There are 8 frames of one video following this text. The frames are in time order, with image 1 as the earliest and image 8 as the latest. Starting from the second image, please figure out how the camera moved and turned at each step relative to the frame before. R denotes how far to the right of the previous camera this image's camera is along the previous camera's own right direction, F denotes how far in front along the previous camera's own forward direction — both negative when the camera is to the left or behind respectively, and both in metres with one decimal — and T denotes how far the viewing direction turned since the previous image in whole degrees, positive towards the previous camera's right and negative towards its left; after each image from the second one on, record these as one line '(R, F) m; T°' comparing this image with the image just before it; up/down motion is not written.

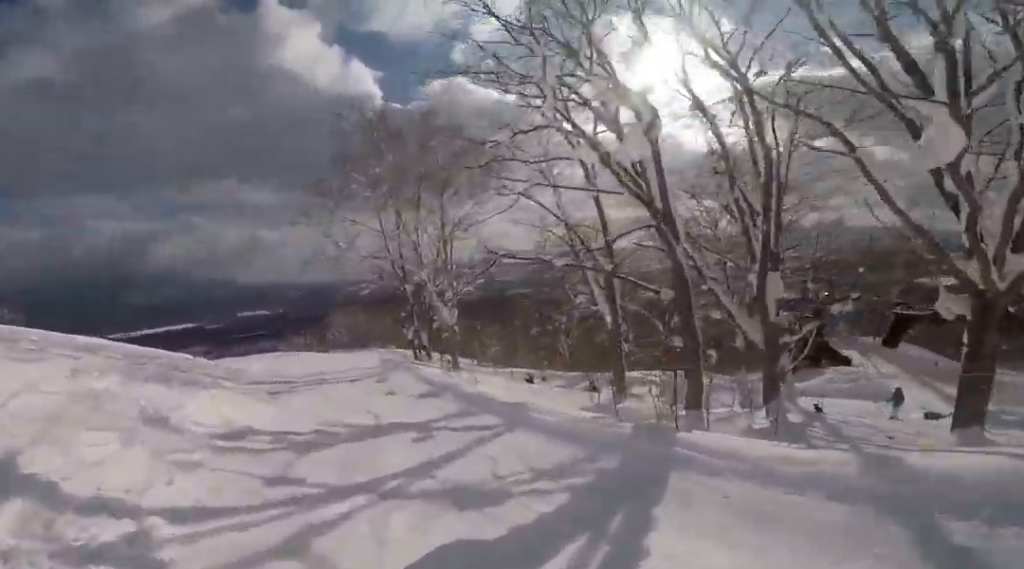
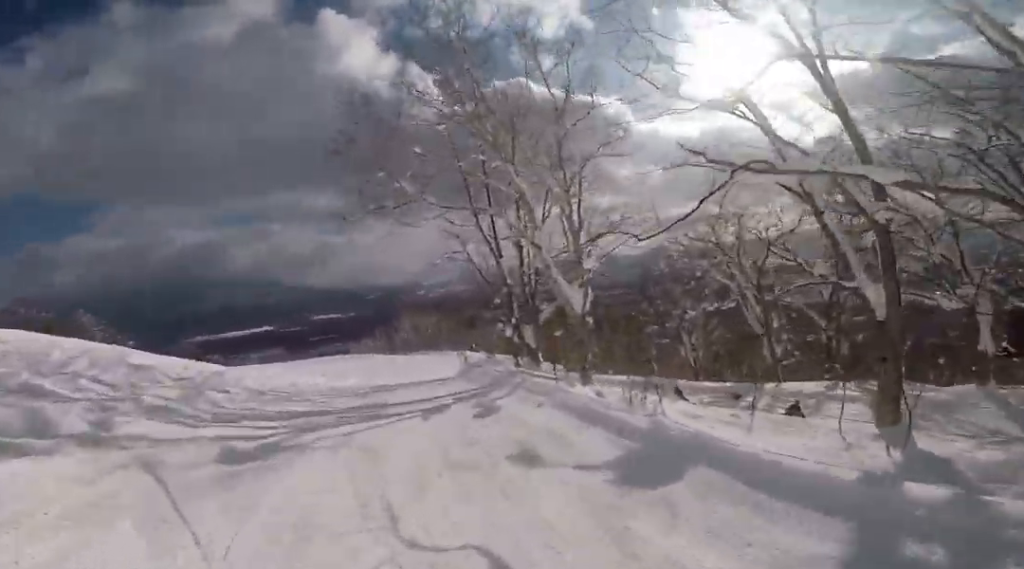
(-0.1, +7.9) m; -3°
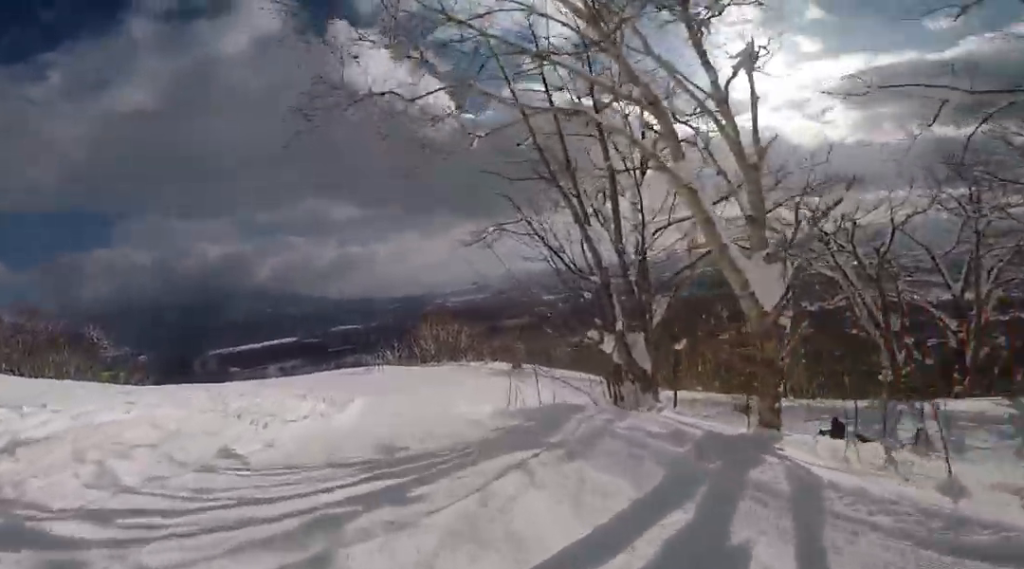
(-0.4, +7.2) m; +2°
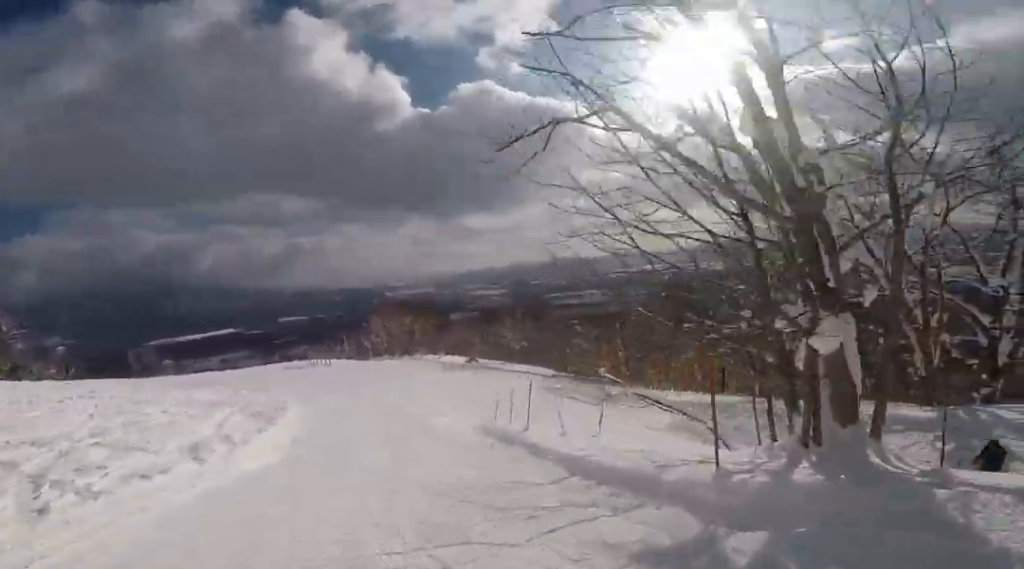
(+0.6, +7.1) m; +5°
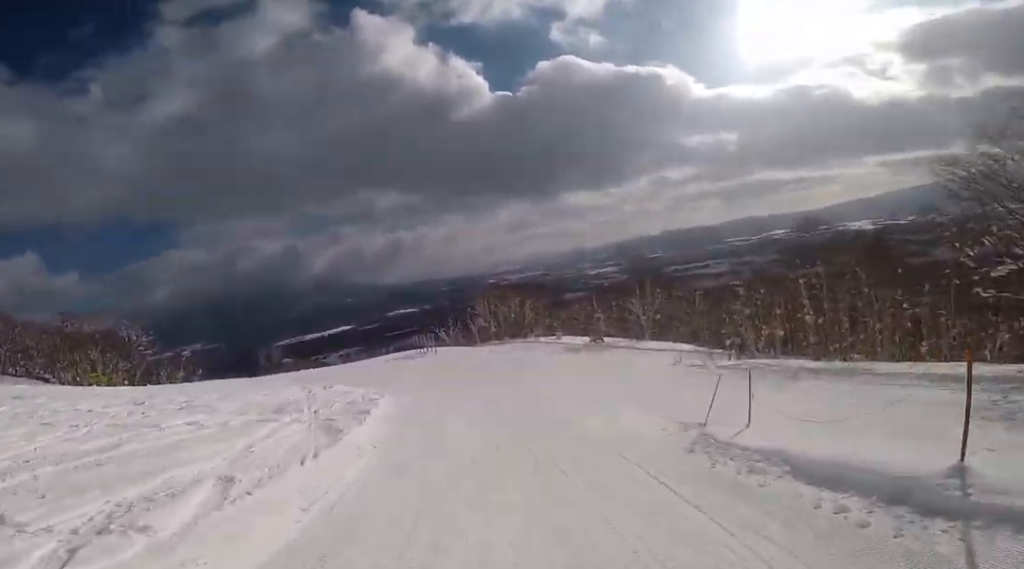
(0.0, +7.0) m; 0°
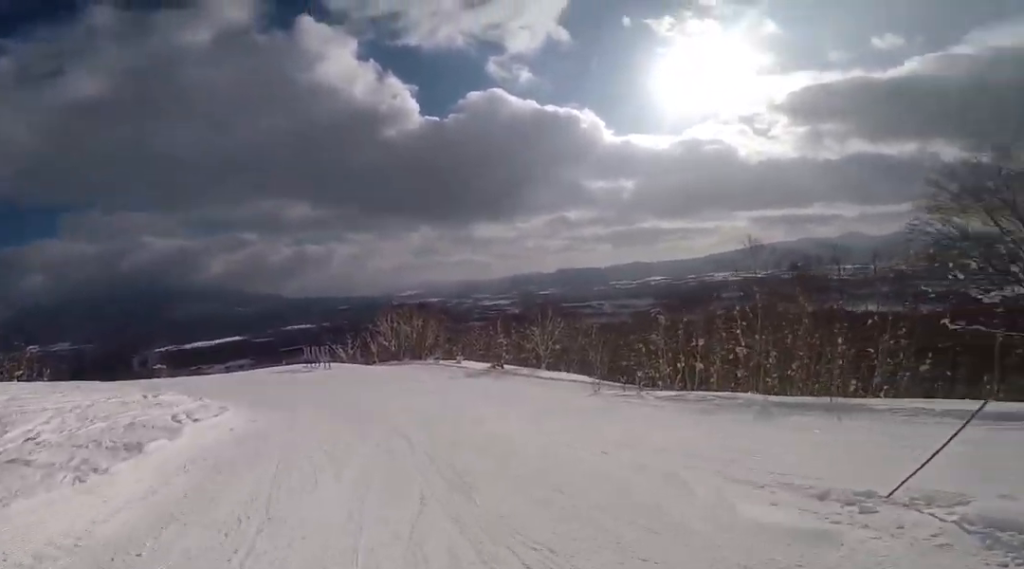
(0.0, +6.8) m; -4°
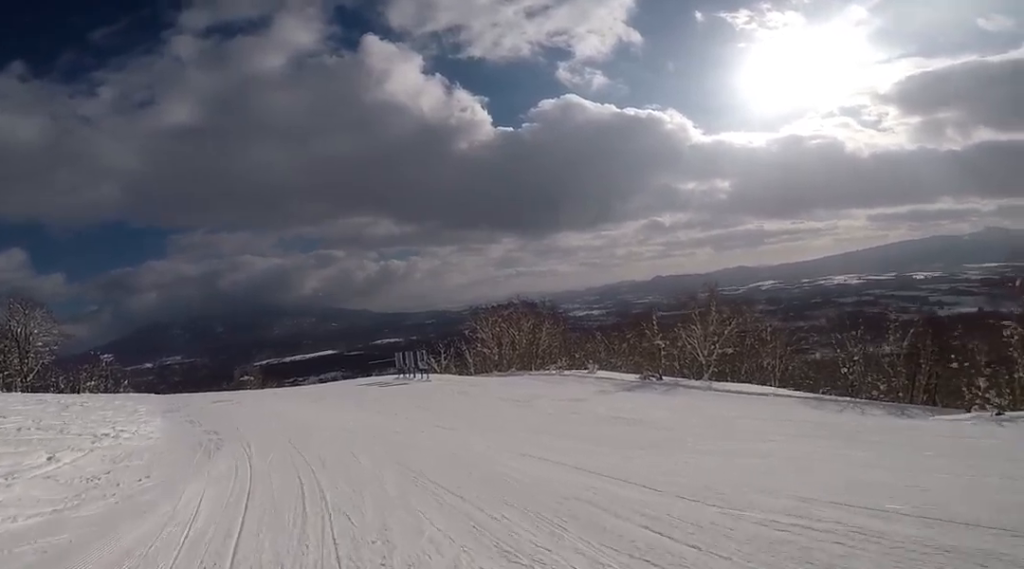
(-2.4, +16.9) m; -13°
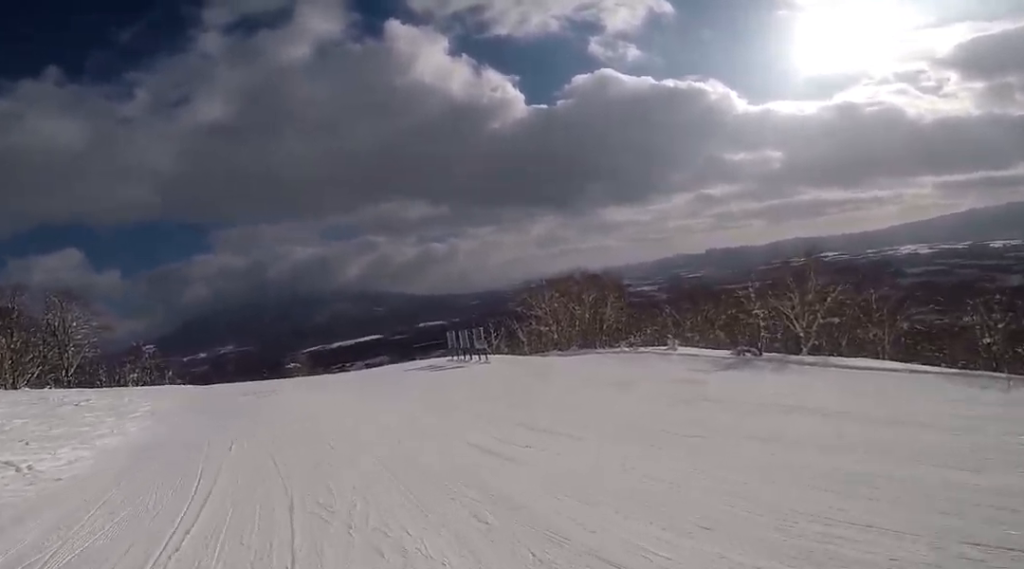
(-0.1, +6.5) m; -4°
